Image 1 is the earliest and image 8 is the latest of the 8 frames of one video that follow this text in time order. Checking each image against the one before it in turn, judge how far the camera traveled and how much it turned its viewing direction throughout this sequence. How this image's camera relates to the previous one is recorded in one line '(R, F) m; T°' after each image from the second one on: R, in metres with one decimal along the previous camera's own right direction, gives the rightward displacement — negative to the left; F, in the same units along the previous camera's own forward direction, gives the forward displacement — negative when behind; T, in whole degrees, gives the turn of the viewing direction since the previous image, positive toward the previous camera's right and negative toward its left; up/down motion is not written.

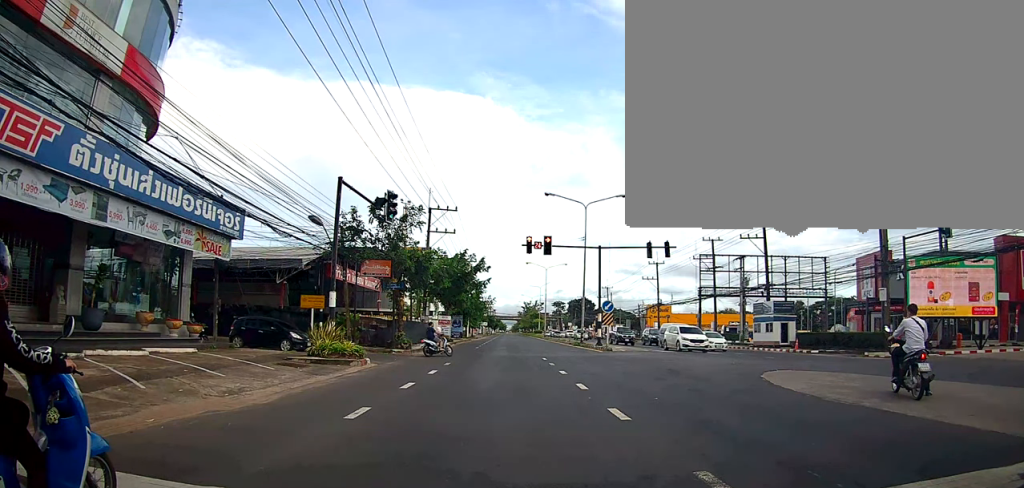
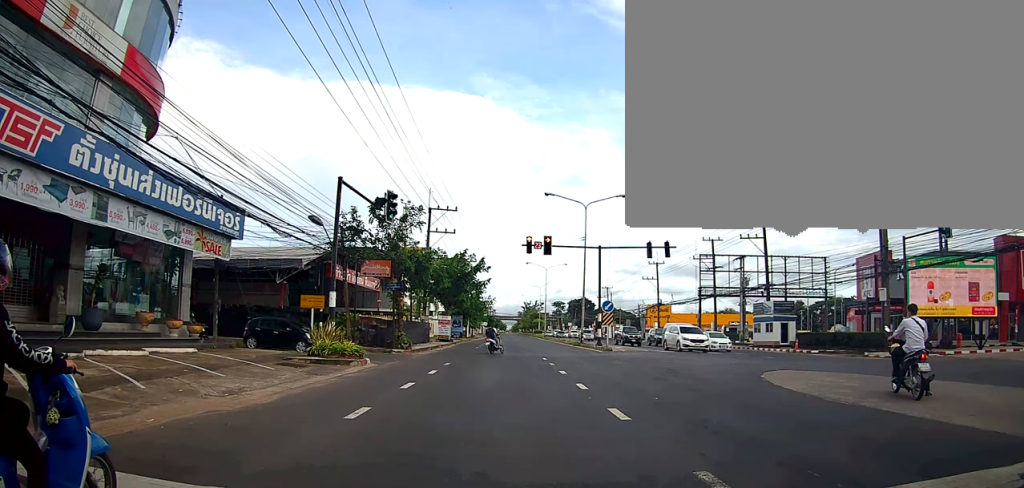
(0.0, 0.0) m; 0°
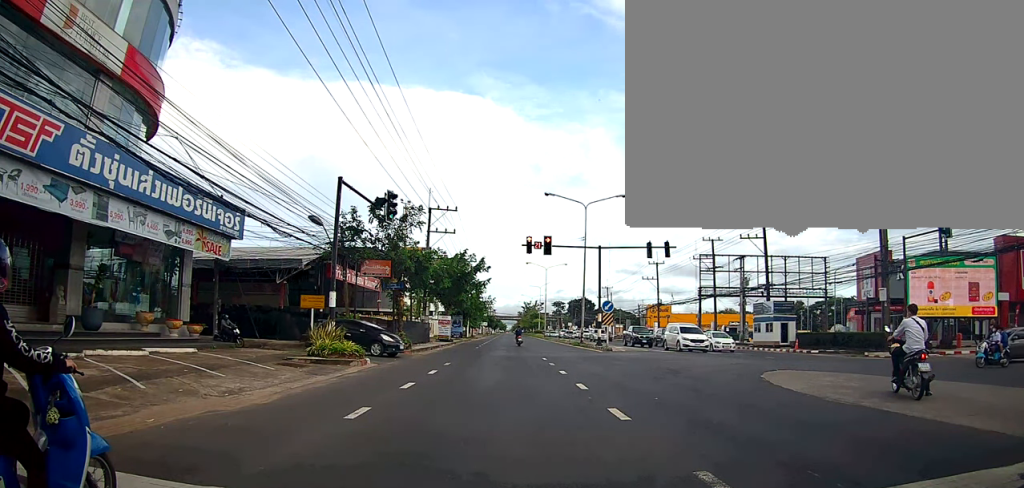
(0.0, 0.0) m; 0°
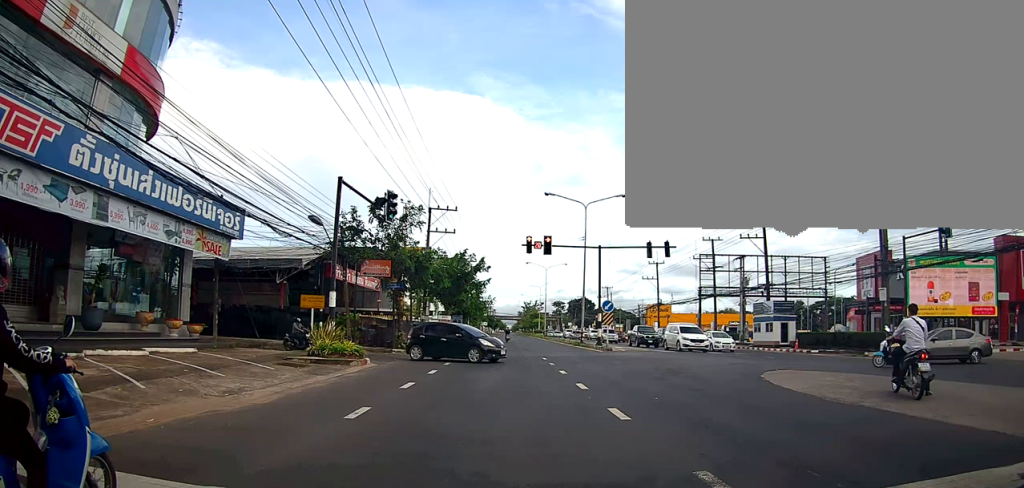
(0.0, 0.0) m; 0°
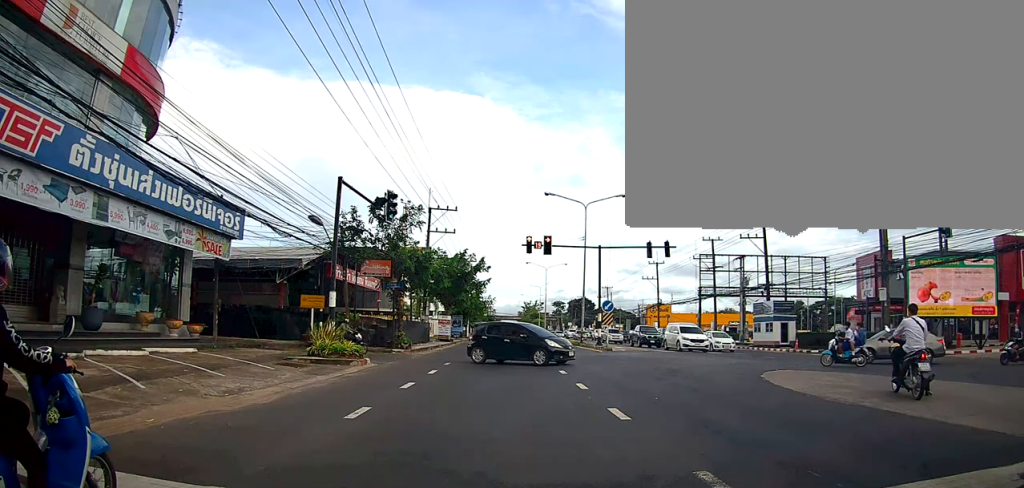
(0.0, 0.0) m; 0°
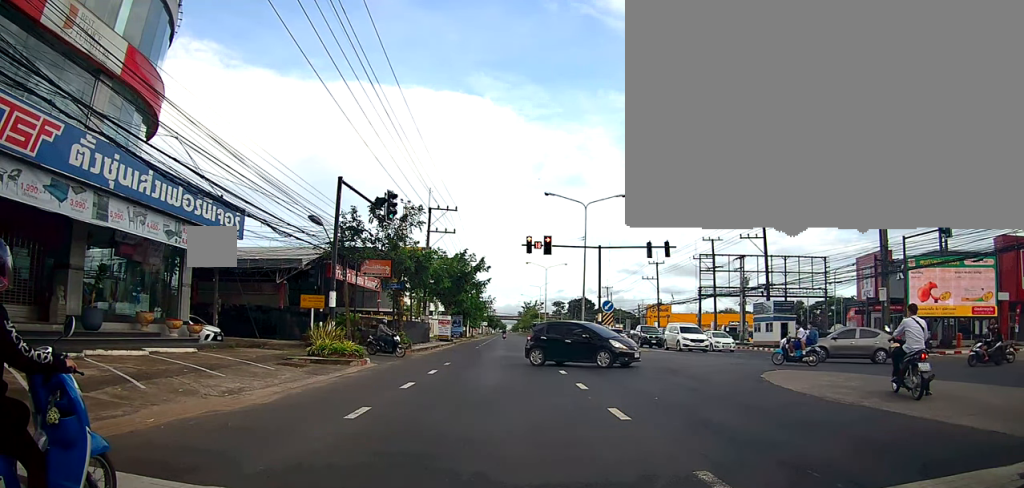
(0.0, 0.0) m; 0°
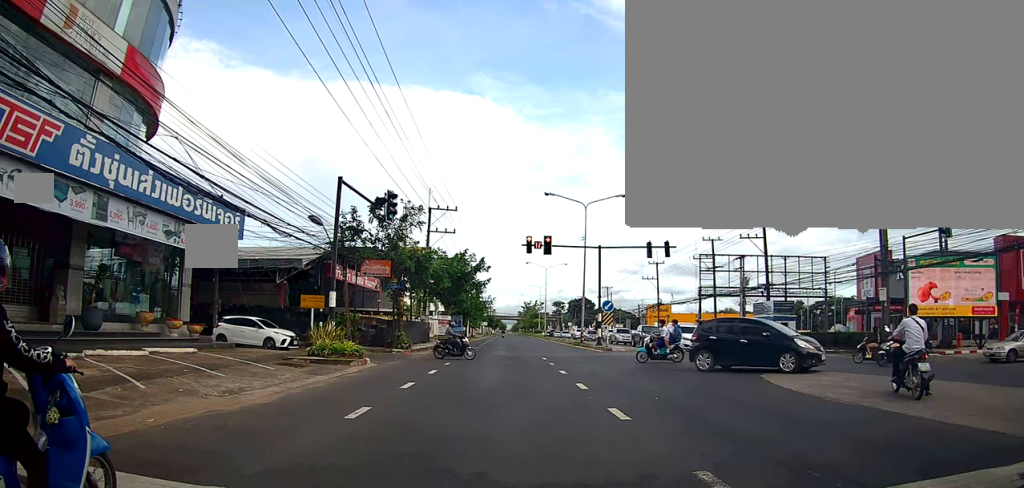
(0.0, 0.0) m; 0°
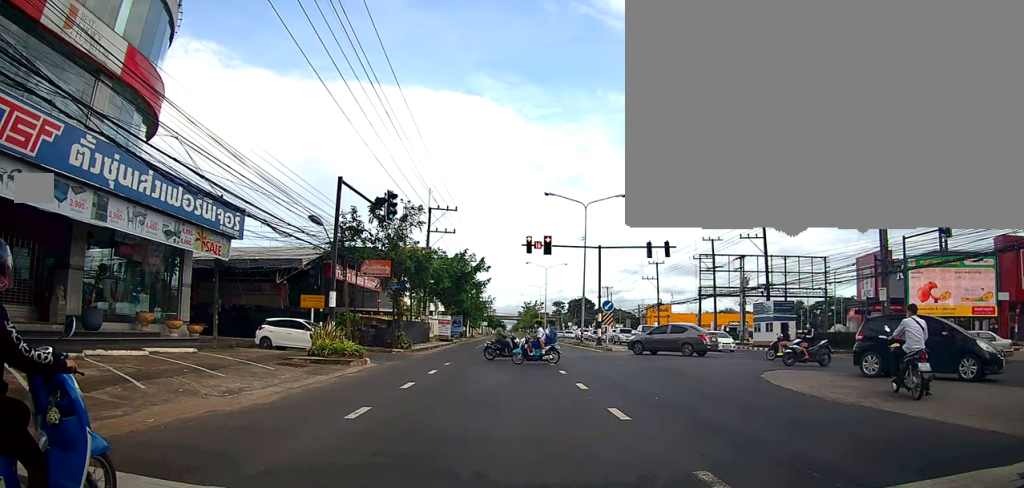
(0.0, 0.0) m; 0°
